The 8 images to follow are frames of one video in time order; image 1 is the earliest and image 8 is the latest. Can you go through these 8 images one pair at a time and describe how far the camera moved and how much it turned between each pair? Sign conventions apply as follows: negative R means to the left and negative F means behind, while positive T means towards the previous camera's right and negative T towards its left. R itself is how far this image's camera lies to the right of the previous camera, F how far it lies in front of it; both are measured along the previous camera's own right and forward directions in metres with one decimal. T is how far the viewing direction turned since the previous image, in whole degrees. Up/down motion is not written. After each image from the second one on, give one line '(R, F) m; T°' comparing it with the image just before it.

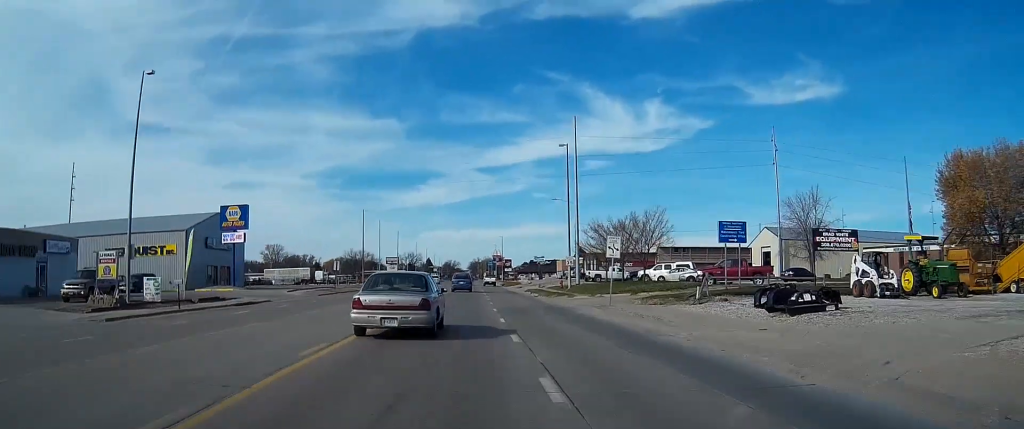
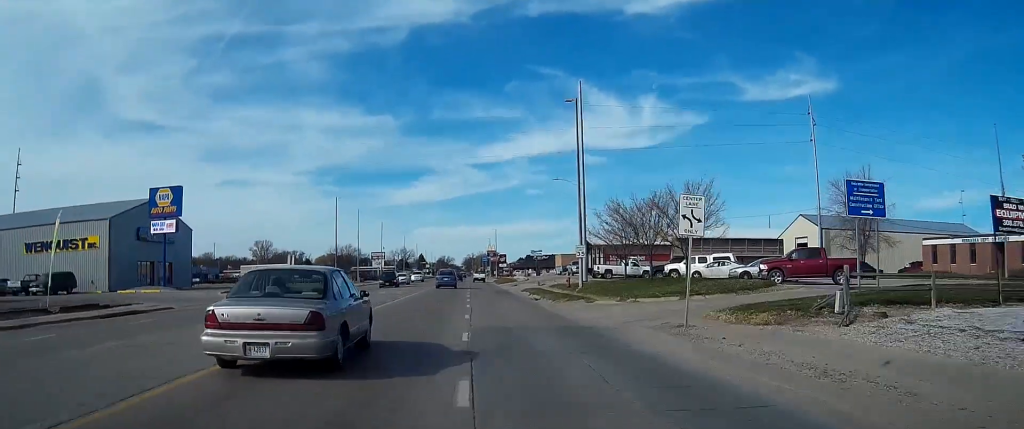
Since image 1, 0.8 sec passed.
(+0.2, +13.7) m; 0°
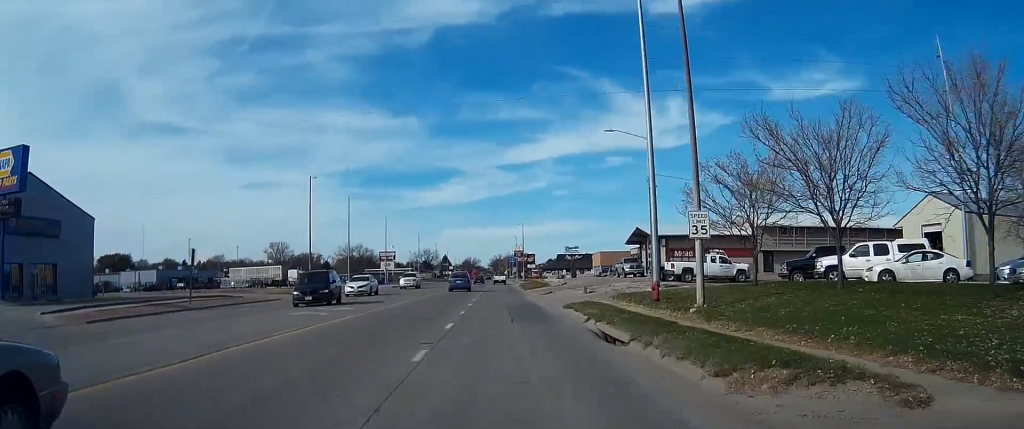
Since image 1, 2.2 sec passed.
(-0.4, +20.1) m; -2°
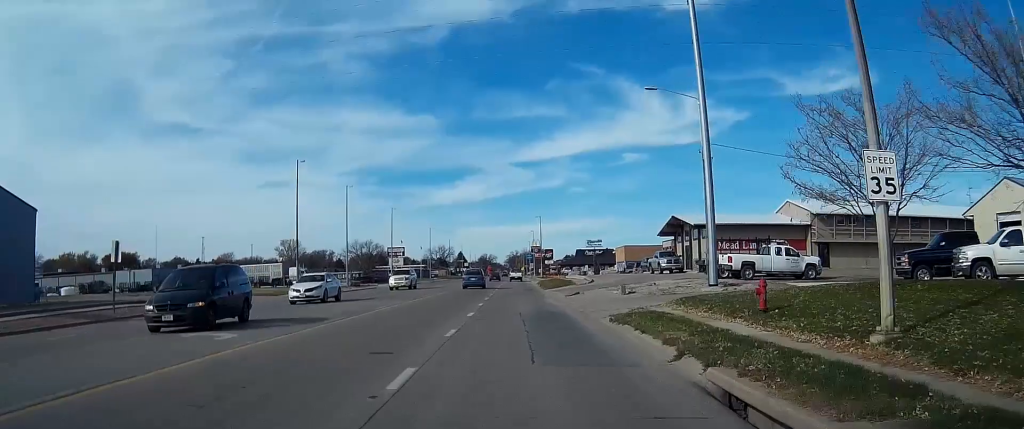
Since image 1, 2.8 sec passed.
(0.0, +7.5) m; -1°
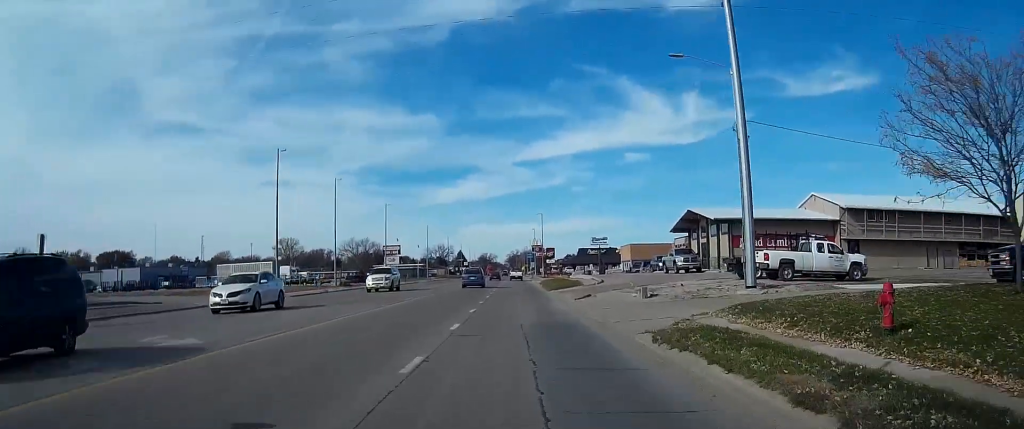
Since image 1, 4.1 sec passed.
(-0.3, +18.5) m; -1°
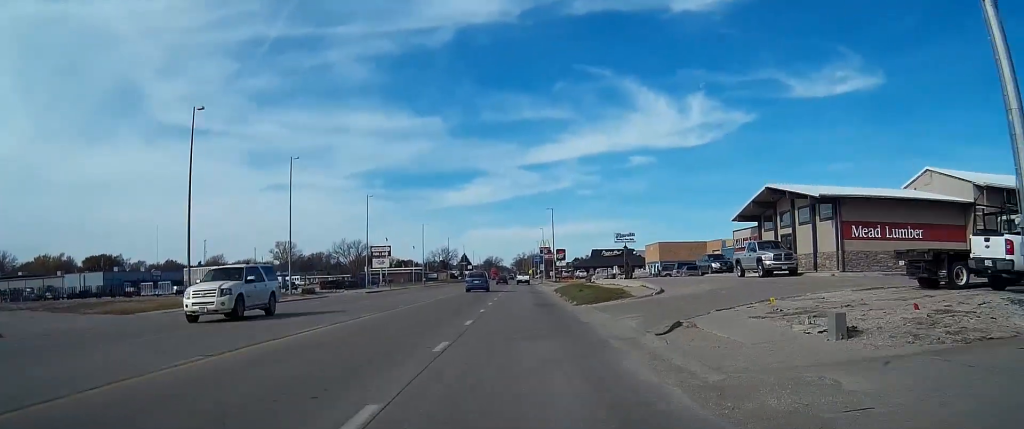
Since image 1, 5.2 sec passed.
(0.0, +16.4) m; 0°
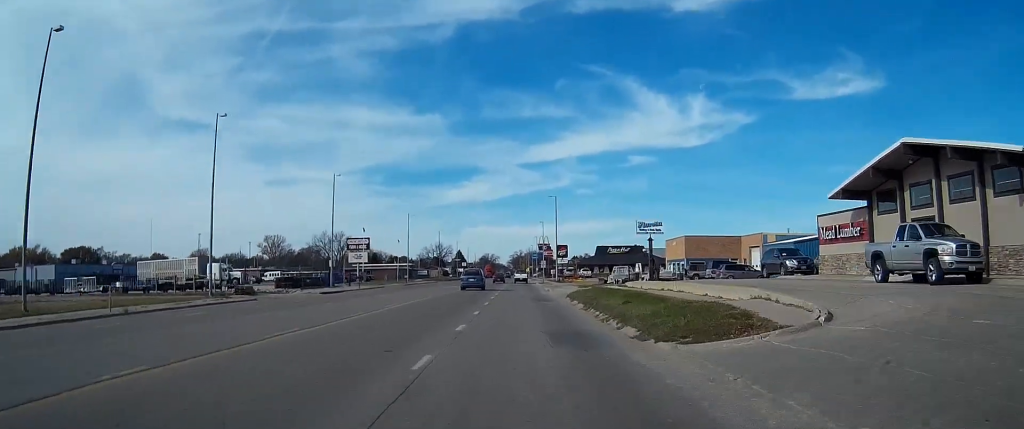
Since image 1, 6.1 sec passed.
(+0.1, +16.1) m; 0°
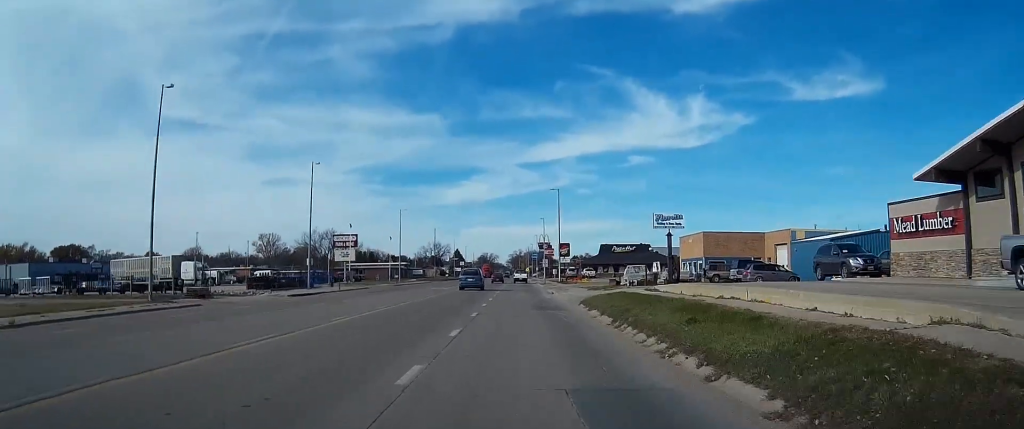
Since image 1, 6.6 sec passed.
(0.0, +8.3) m; 0°
